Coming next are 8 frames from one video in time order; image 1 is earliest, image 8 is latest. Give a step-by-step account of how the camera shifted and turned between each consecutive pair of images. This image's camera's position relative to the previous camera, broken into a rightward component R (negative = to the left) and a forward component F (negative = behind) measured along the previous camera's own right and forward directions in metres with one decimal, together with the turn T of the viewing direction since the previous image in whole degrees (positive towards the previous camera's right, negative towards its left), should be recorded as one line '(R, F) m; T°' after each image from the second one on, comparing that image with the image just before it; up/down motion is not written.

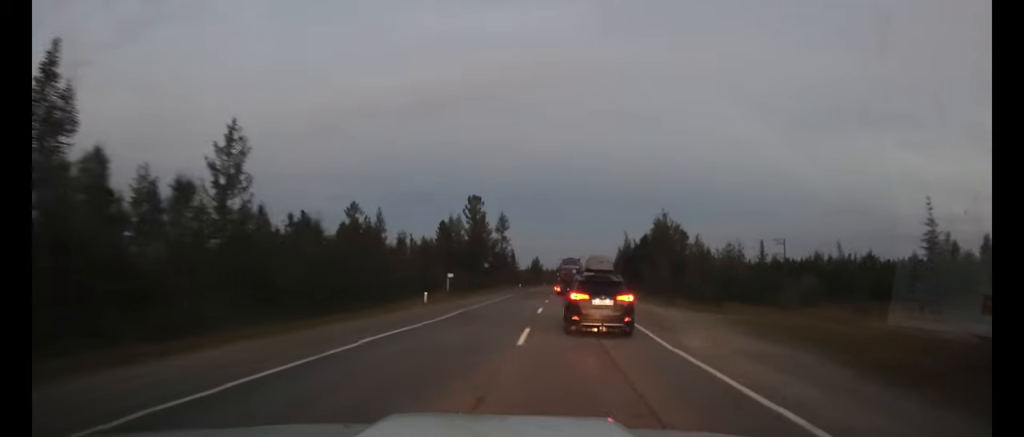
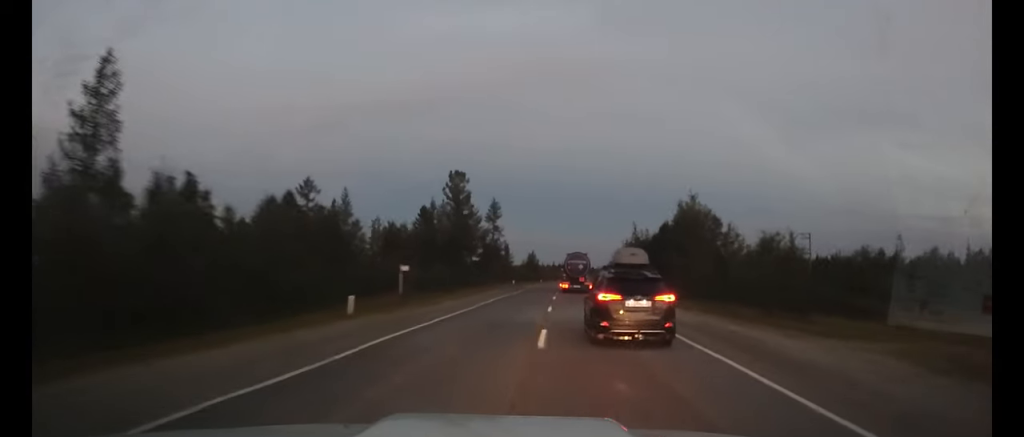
(0.0, +12.4) m; 0°
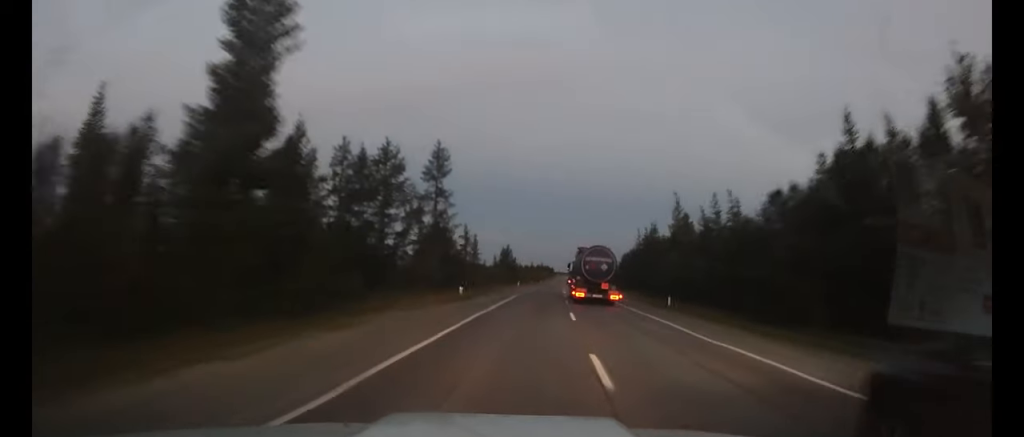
(+0.5, +37.6) m; +2°
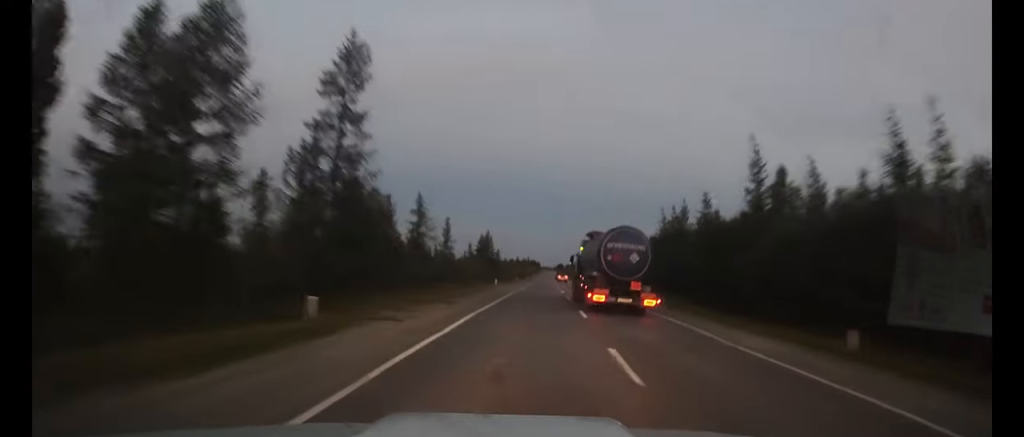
(+0.2, +23.1) m; +1°
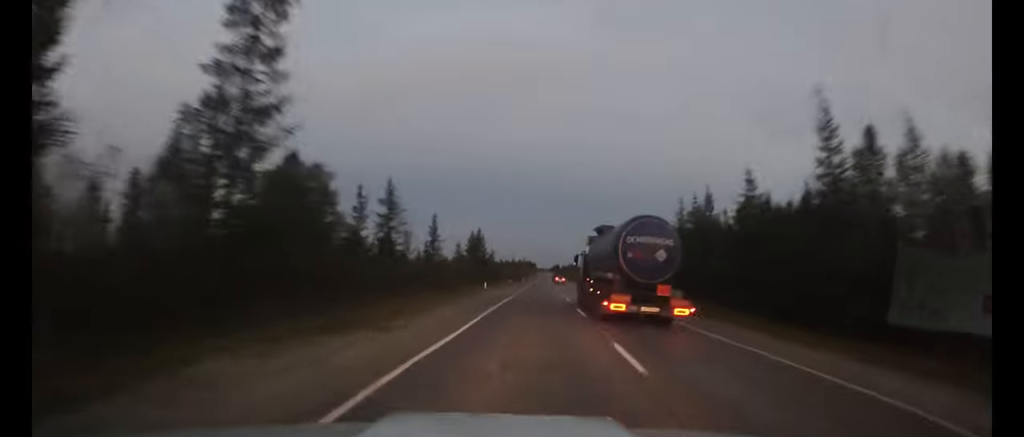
(+0.1, +9.5) m; 0°
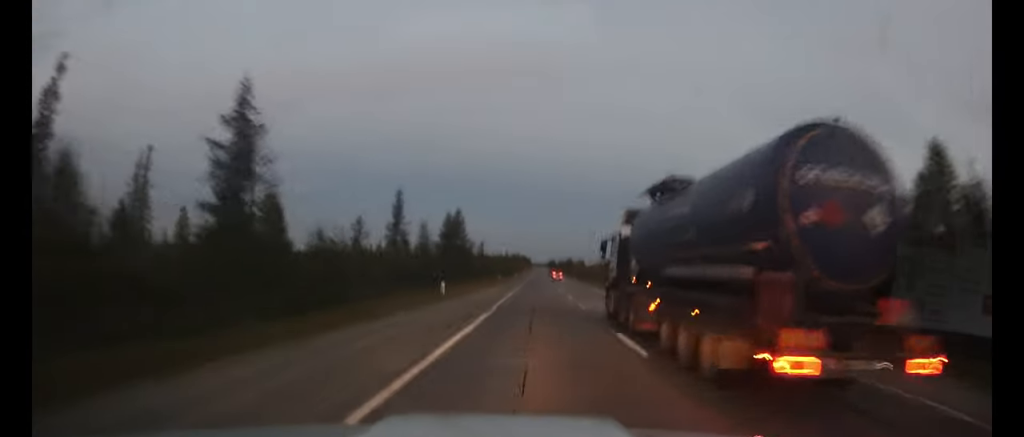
(+0.2, +22.7) m; +1°
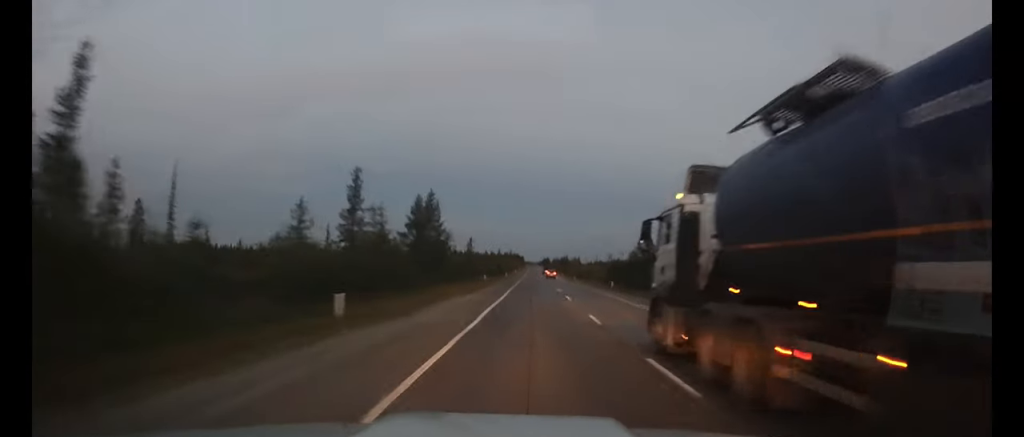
(+0.1, +15.6) m; +1°
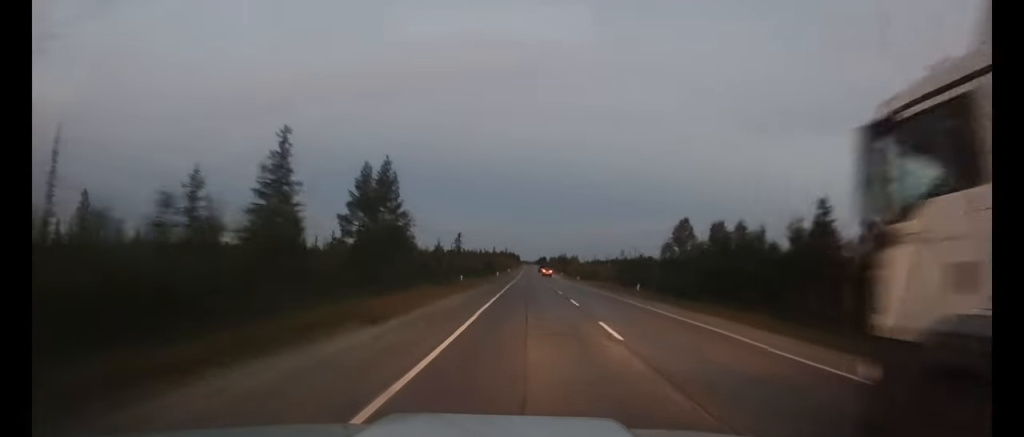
(+0.1, +17.5) m; +1°
